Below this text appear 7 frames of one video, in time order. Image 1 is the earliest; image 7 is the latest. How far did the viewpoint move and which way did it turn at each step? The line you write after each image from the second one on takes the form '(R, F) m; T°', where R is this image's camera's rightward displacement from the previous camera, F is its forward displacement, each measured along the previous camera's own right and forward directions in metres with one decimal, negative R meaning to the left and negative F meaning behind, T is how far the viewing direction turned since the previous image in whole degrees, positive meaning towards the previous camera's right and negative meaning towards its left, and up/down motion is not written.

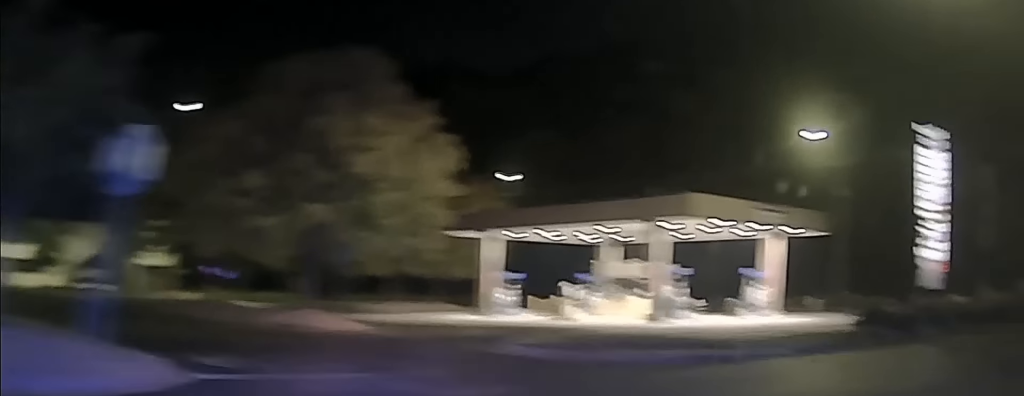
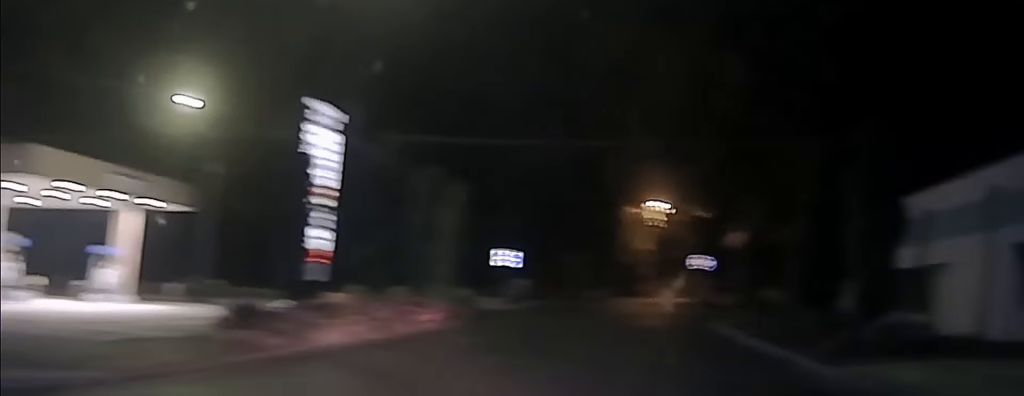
(+1.5, +7.4) m; +12°
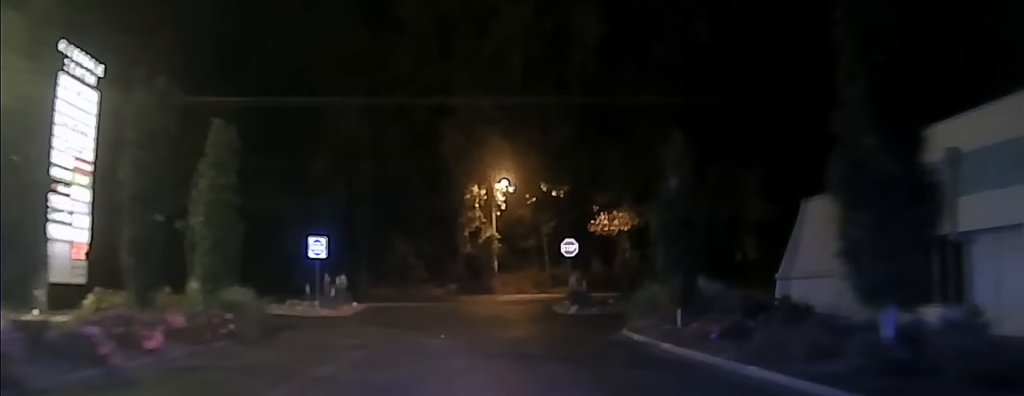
(+0.4, +13.0) m; +2°
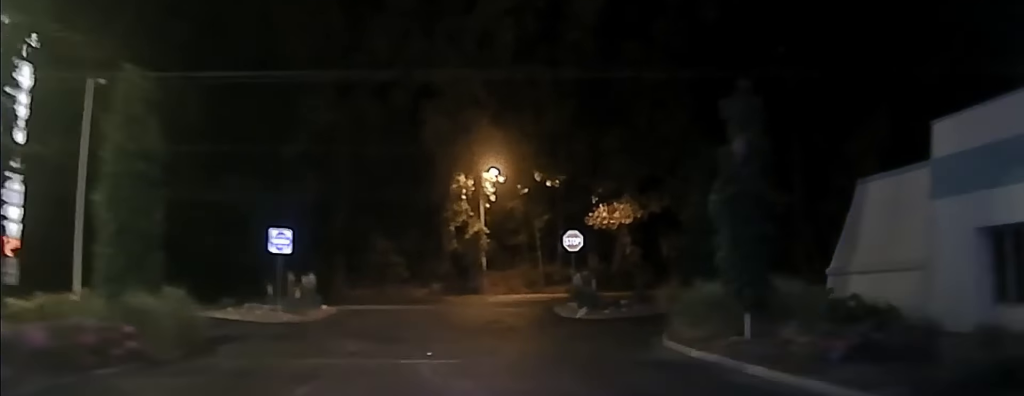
(-0.1, +5.8) m; 0°
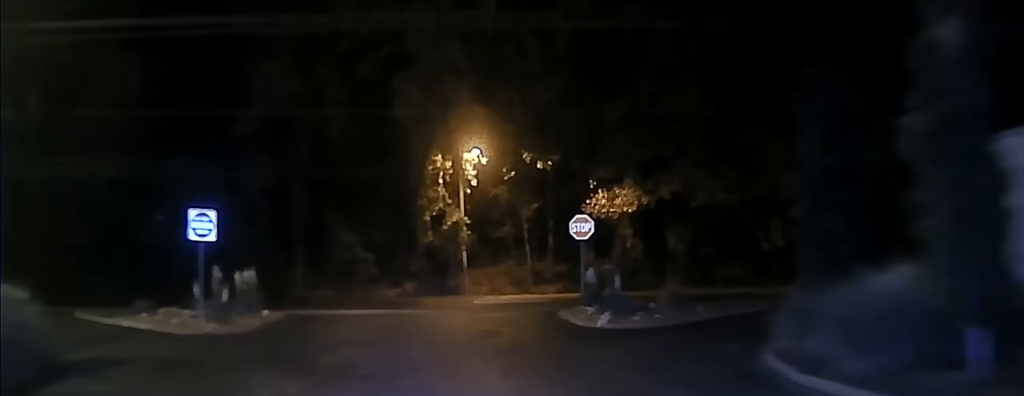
(+0.1, +7.7) m; 0°
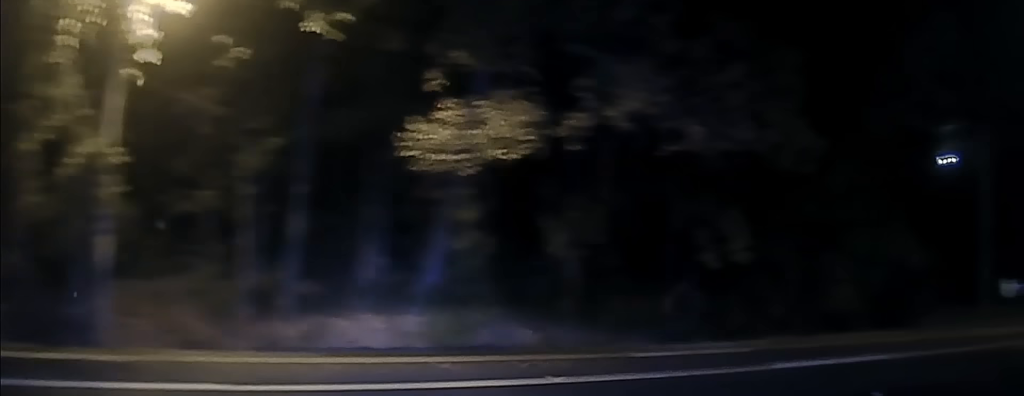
(+6.7, +24.3) m; +62°
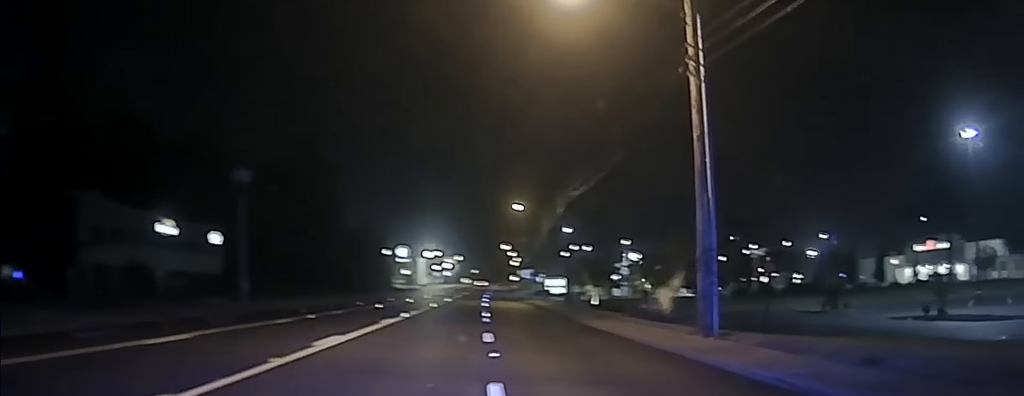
(+7.5, +19.4) m; +28°
